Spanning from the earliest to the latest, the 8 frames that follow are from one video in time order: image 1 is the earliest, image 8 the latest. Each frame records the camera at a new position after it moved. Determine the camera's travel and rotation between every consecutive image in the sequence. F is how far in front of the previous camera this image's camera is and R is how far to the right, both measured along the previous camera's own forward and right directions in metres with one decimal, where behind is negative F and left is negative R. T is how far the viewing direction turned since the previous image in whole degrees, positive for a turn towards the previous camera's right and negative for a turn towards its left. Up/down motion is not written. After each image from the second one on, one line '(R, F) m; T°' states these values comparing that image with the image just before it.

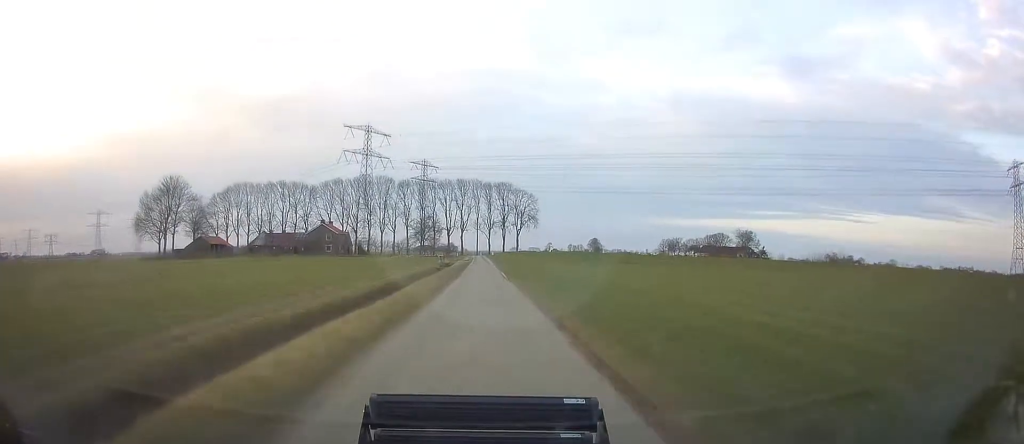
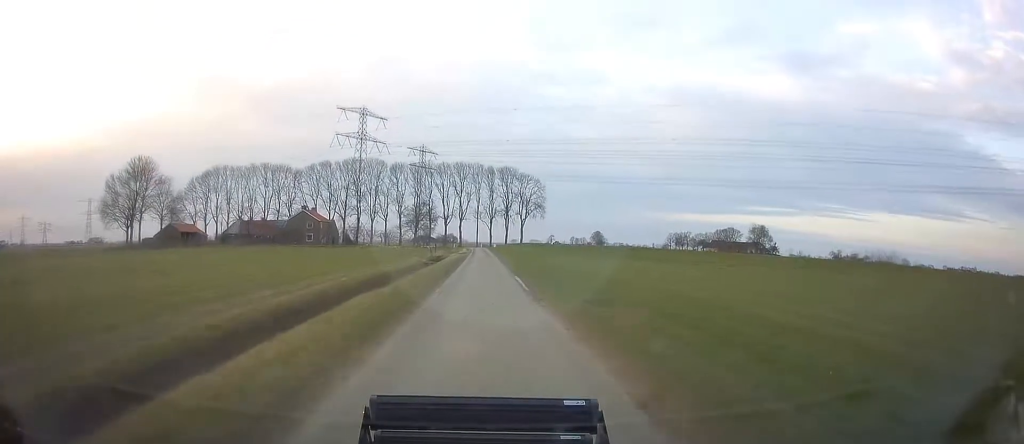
(0.0, +16.3) m; 0°
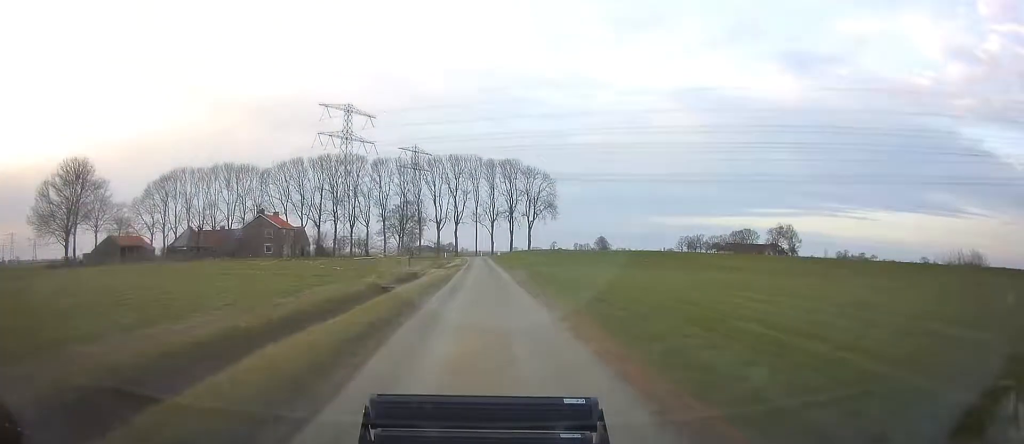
(0.0, +26.1) m; 0°
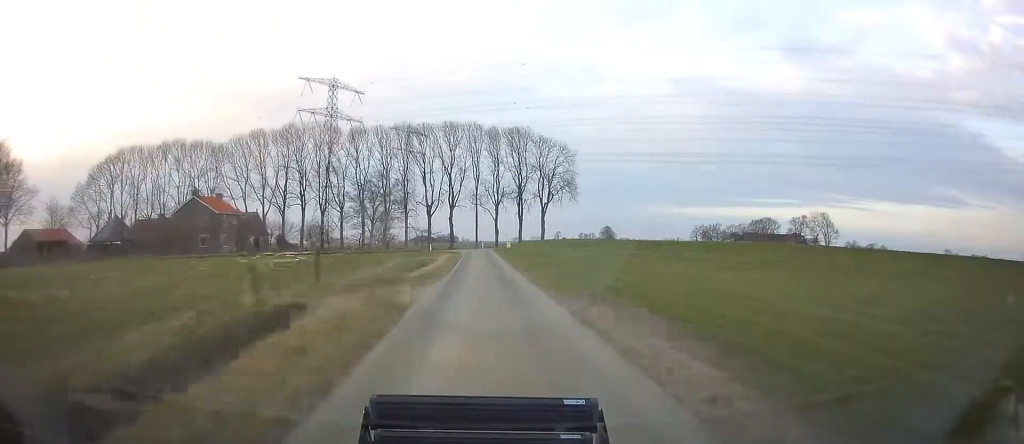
(0.0, +25.2) m; 0°
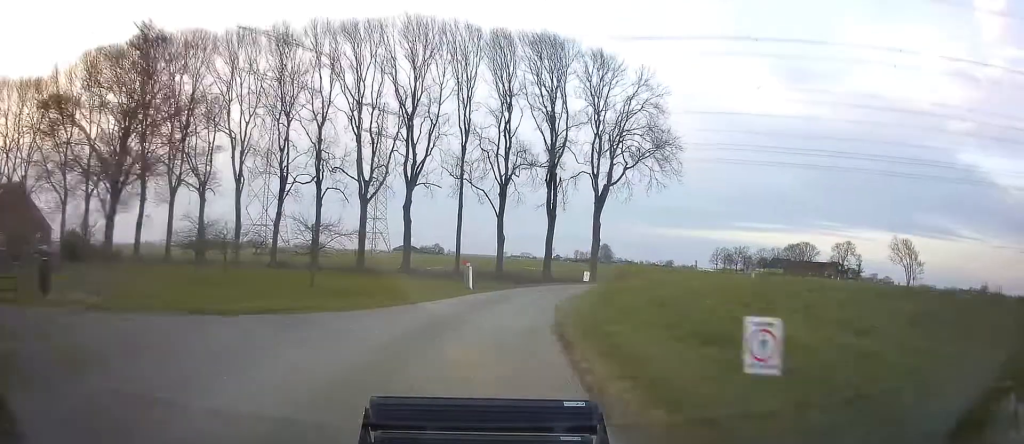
(+0.3, +58.2) m; +5°
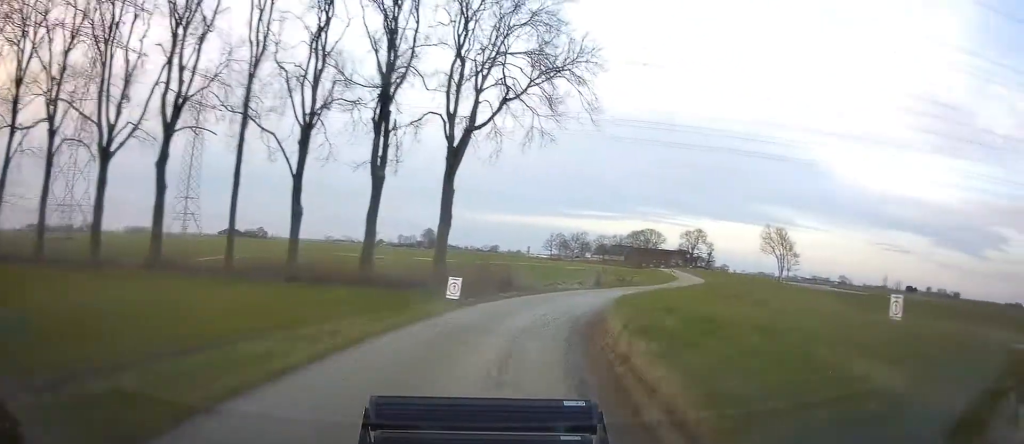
(+2.0, +20.7) m; +16°
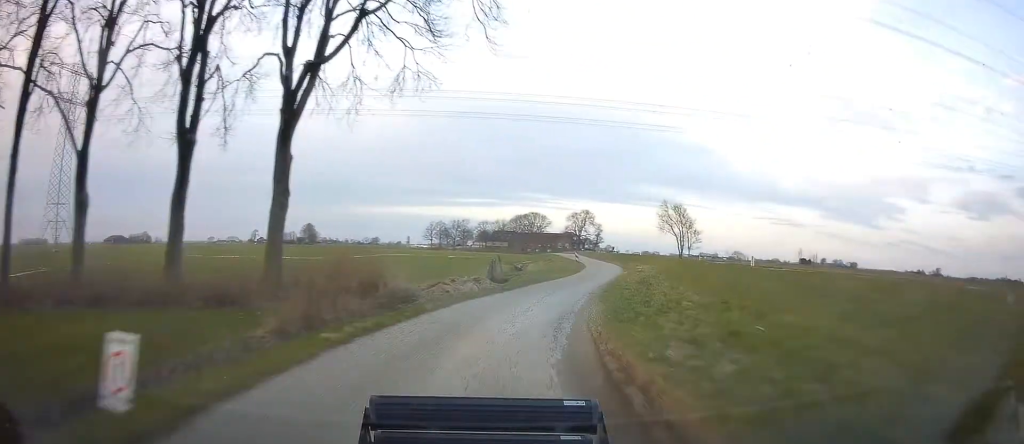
(+1.2, +9.7) m; +9°
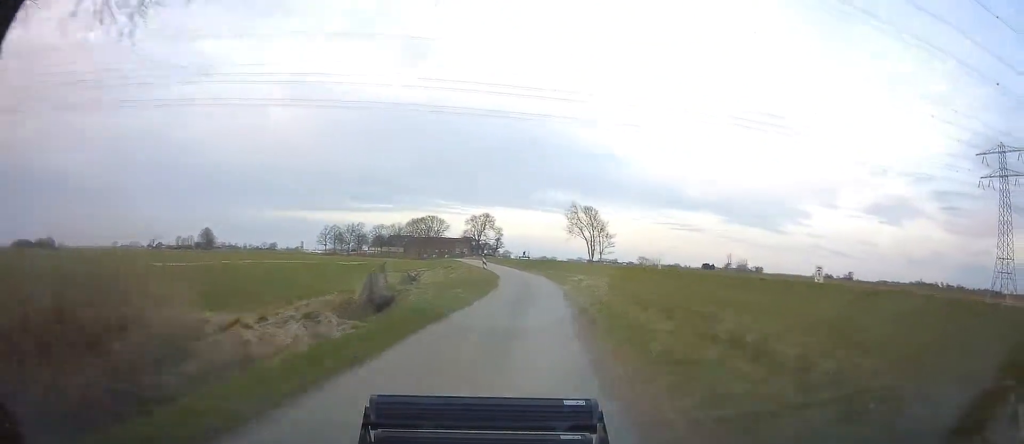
(+1.1, +12.2) m; +8°
